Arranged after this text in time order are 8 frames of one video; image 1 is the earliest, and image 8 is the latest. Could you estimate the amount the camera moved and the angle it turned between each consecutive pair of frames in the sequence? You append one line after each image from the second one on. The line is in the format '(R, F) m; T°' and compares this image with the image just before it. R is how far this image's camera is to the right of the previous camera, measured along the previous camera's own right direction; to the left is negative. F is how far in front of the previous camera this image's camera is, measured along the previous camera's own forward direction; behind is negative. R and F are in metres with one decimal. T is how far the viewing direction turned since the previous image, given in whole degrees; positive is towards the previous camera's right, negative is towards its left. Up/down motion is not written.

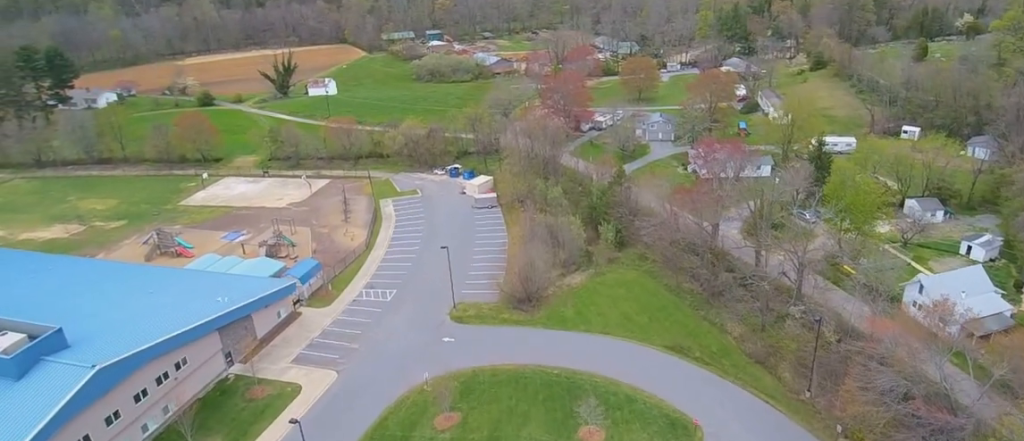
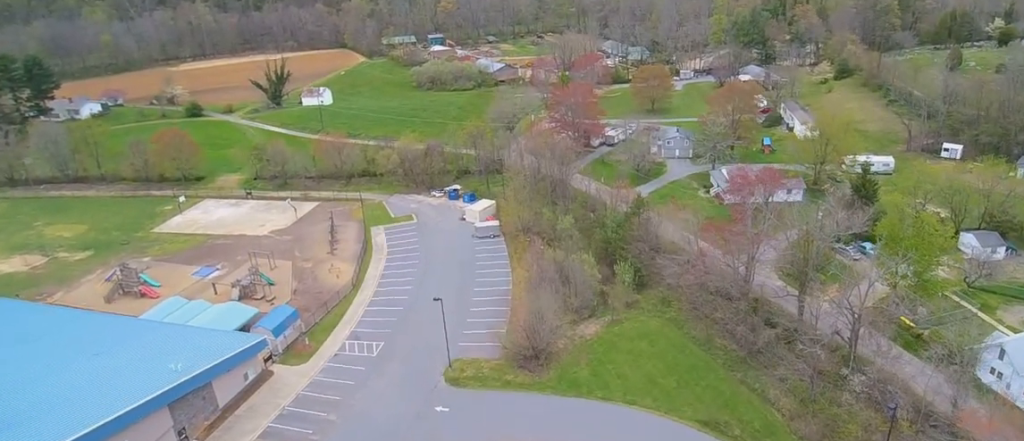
(-0.3, +12.9) m; -1°
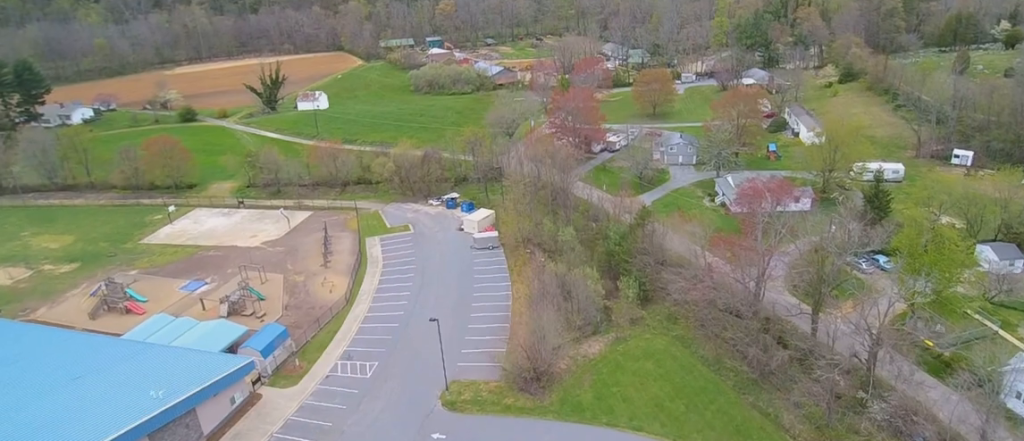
(0.0, +3.6) m; +1°
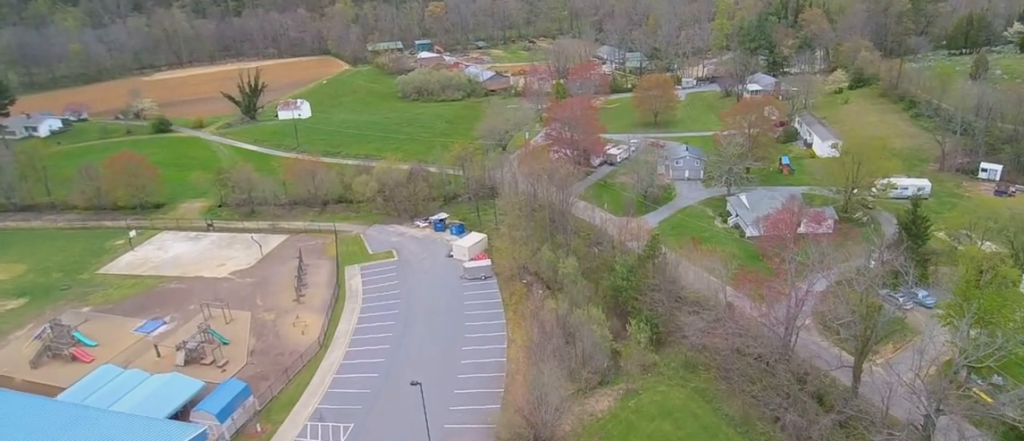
(+0.1, +10.8) m; 0°
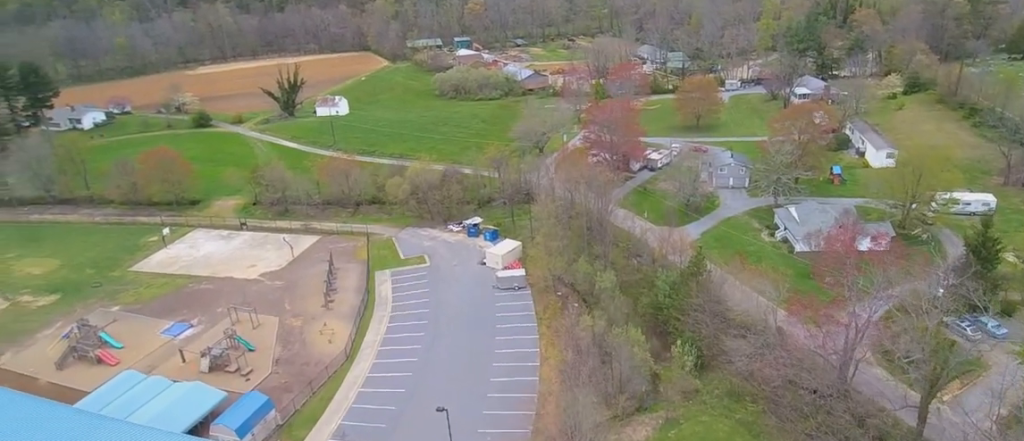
(0.0, +5.0) m; -5°
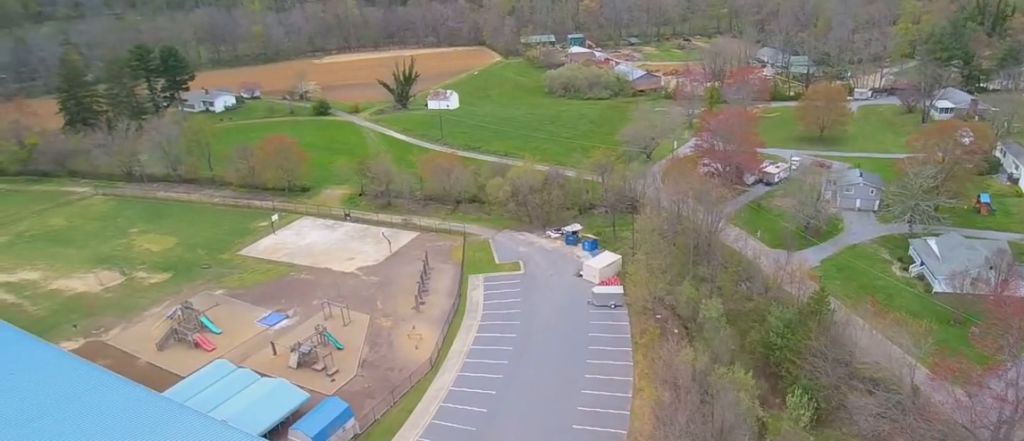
(-0.5, +6.5) m; -6°
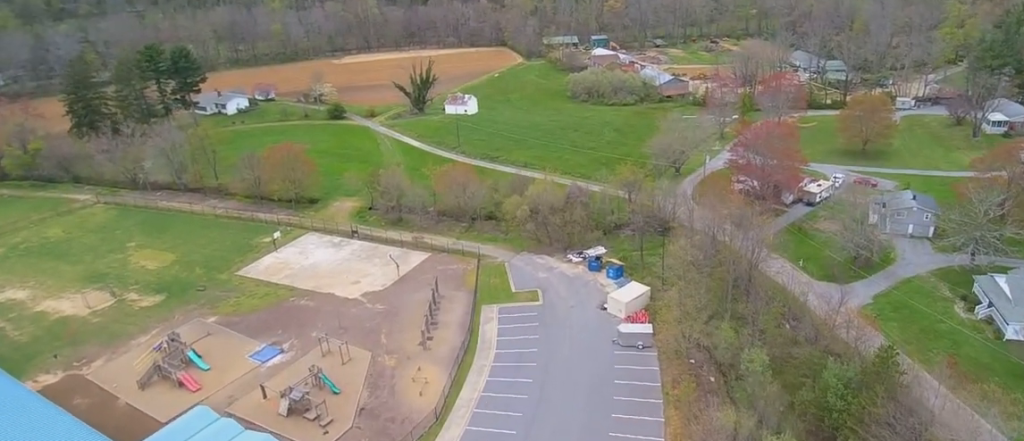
(-0.4, +9.9) m; -3°
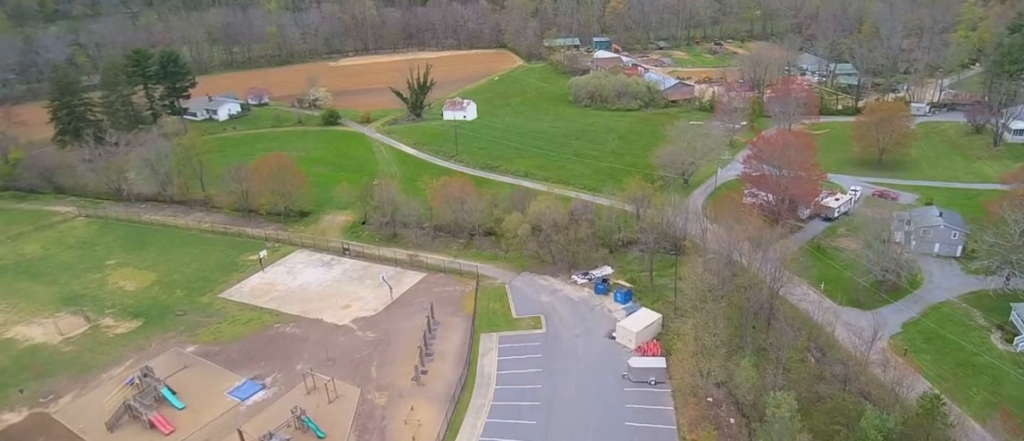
(0.0, +6.2) m; -1°
